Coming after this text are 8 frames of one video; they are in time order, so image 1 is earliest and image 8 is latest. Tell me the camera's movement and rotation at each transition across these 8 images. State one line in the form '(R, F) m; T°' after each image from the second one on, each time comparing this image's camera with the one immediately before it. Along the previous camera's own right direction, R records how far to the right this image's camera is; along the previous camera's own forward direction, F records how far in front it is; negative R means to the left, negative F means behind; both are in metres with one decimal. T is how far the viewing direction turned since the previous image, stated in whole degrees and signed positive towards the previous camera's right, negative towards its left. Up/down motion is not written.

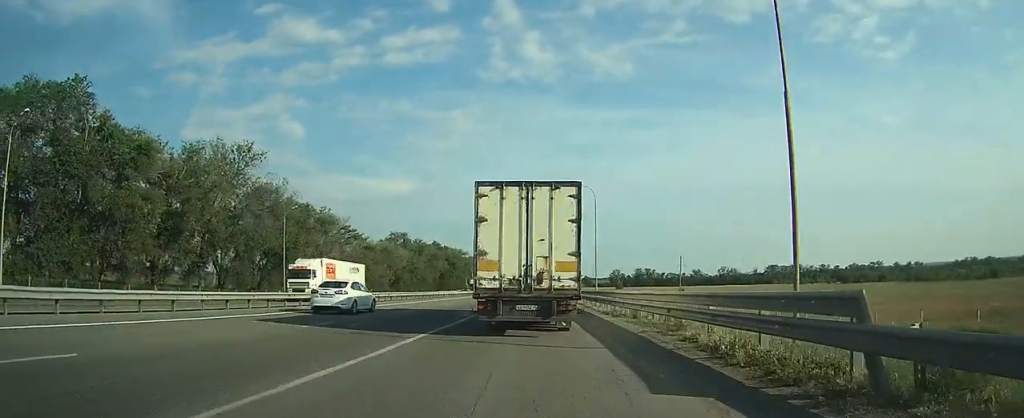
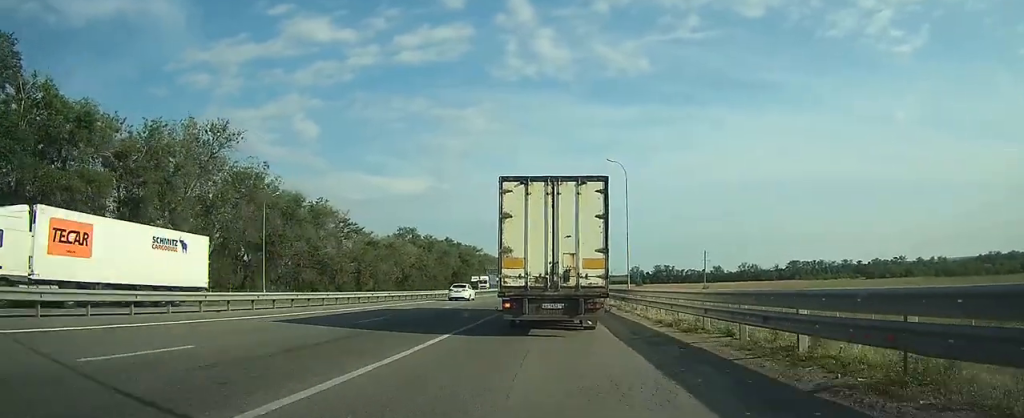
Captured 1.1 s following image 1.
(+0.2, +9.8) m; +1°
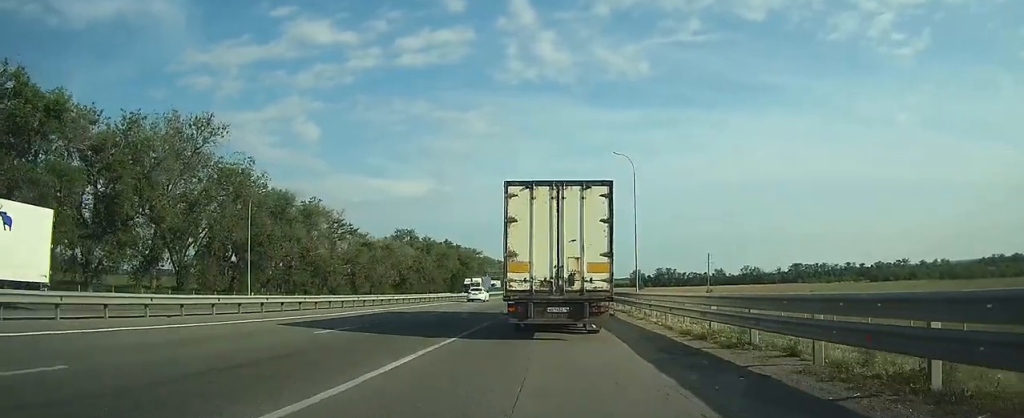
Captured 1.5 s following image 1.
(0.0, +3.5) m; 0°
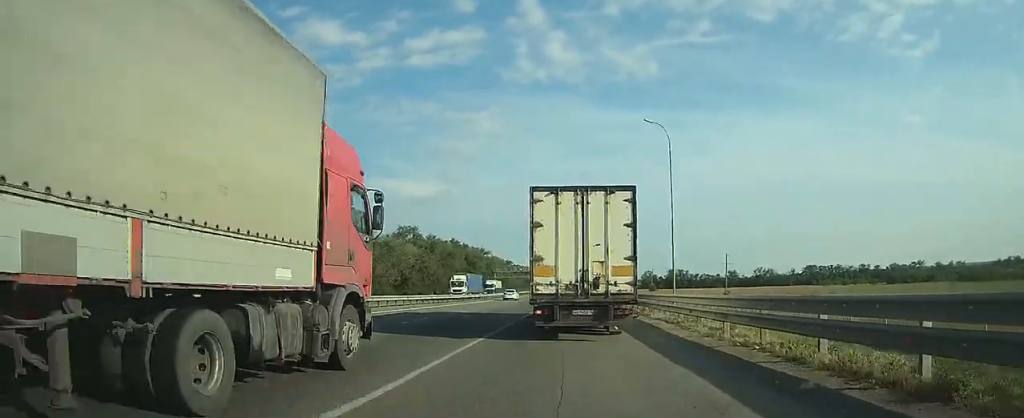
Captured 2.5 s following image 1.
(-0.1, +8.5) m; -1°
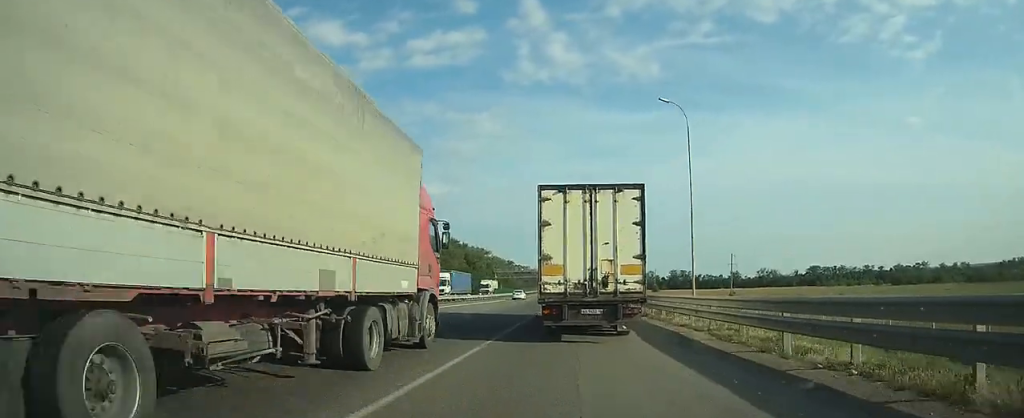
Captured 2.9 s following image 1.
(0.0, +3.8) m; 0°
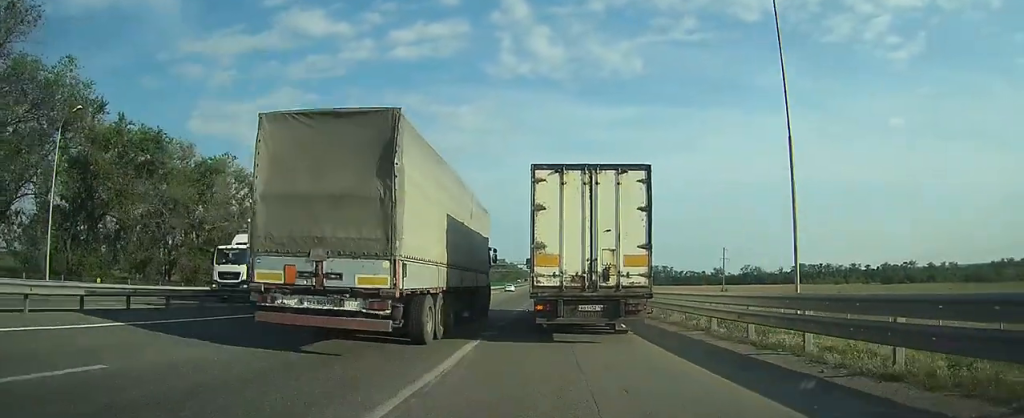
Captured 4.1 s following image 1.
(-0.1, +12.7) m; -1°
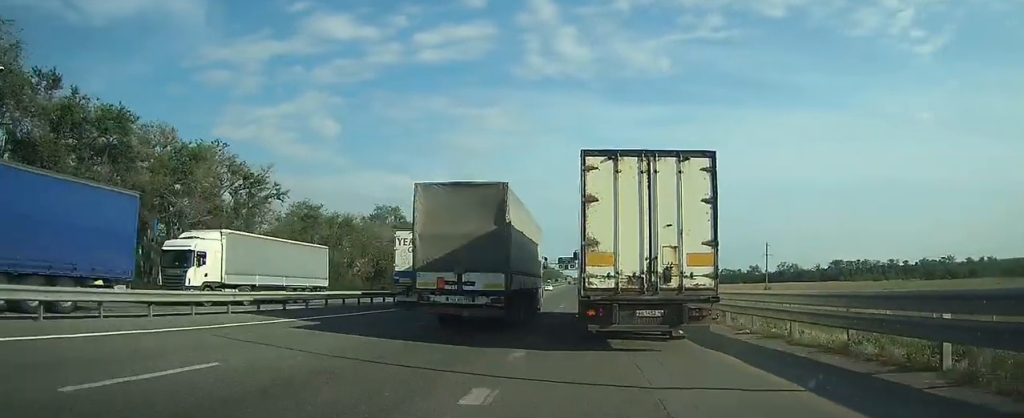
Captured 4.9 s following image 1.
(0.0, +8.3) m; -1°
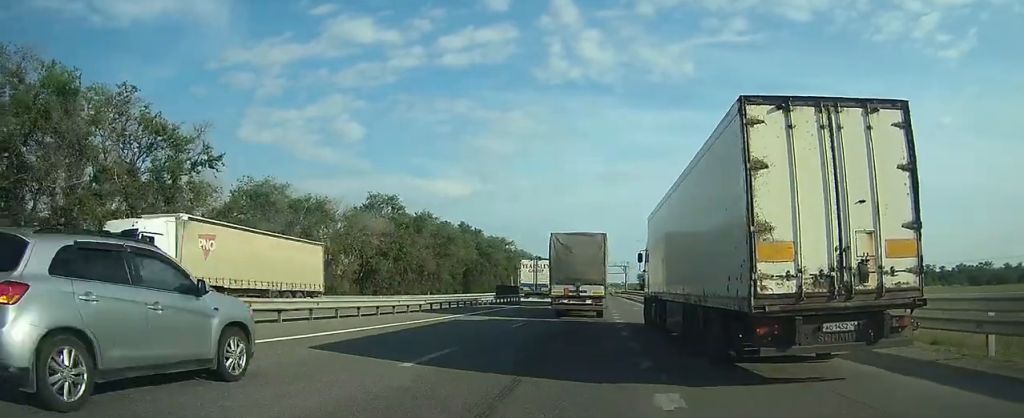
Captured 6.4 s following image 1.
(-0.4, +18.1) m; -1°
